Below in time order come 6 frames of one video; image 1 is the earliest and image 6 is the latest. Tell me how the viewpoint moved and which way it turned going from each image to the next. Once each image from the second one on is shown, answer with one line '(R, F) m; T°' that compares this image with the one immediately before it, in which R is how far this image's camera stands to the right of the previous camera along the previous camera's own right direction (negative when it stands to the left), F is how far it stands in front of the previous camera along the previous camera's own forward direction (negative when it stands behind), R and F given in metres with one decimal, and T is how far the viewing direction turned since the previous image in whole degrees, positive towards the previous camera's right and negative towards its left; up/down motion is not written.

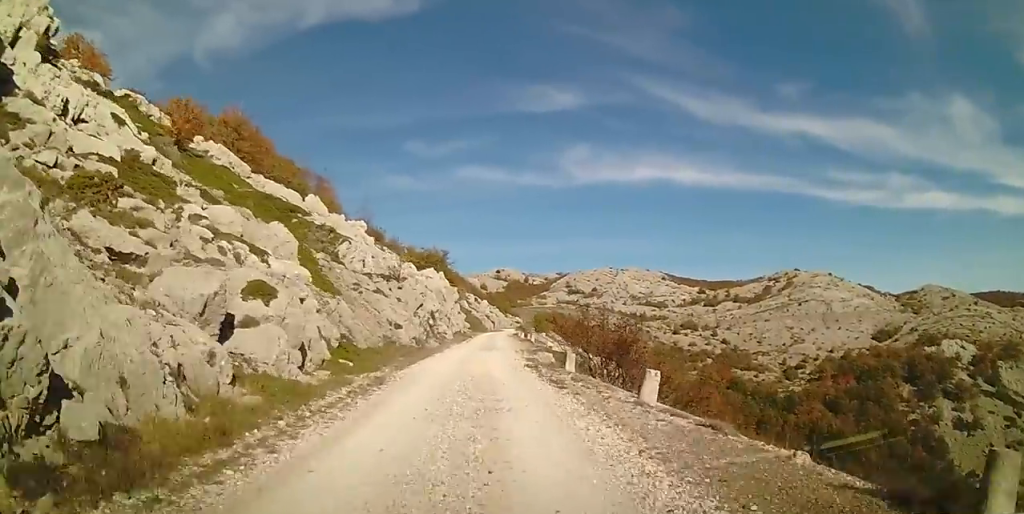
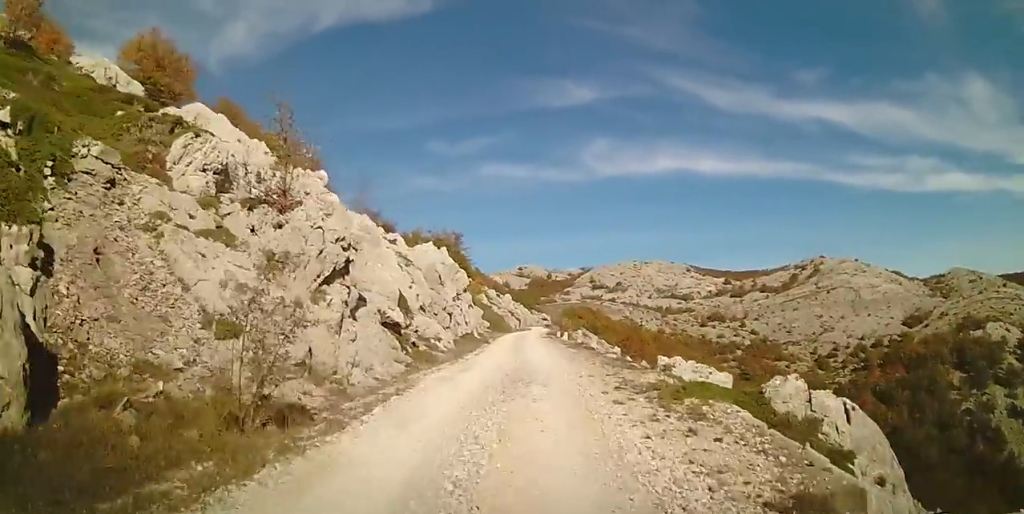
(-0.9, +19.3) m; -4°
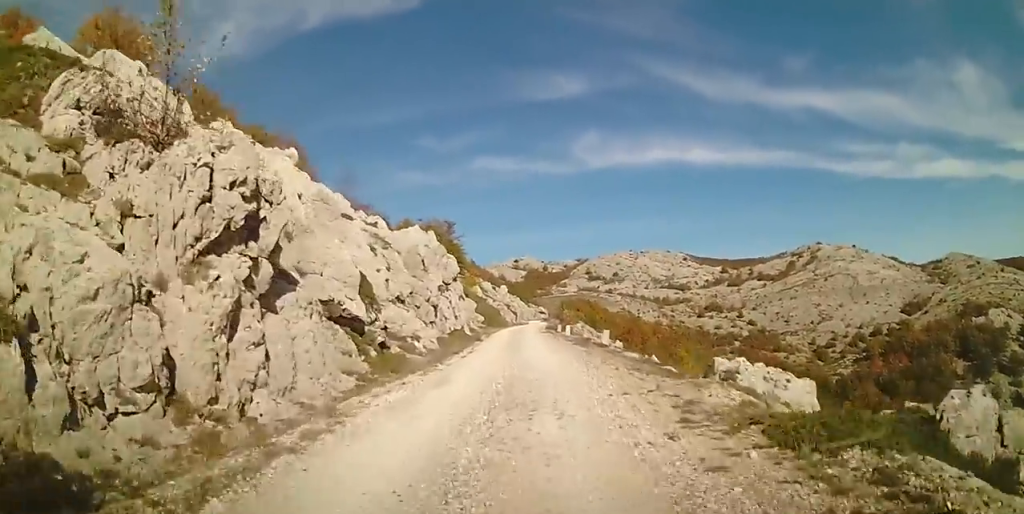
(-0.1, +4.4) m; 0°
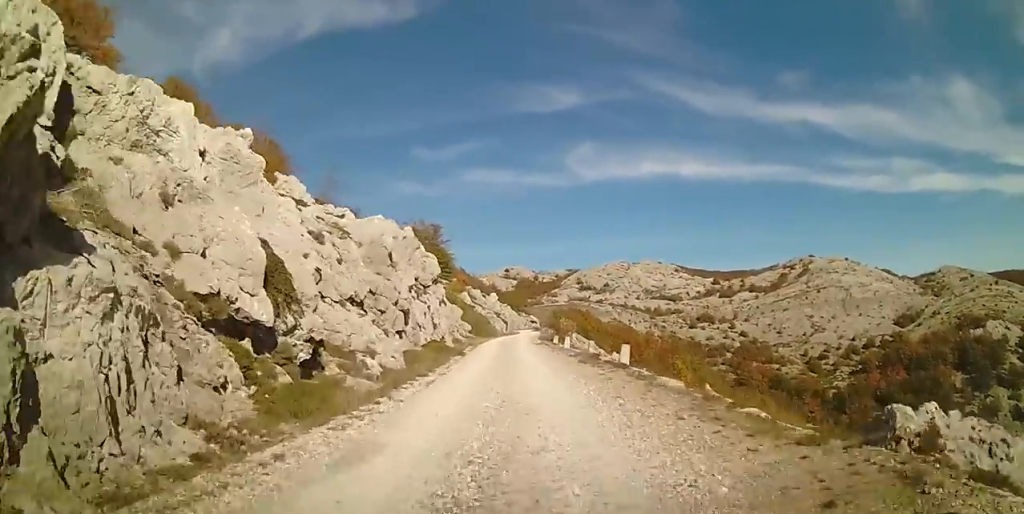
(+0.1, +5.3) m; +2°
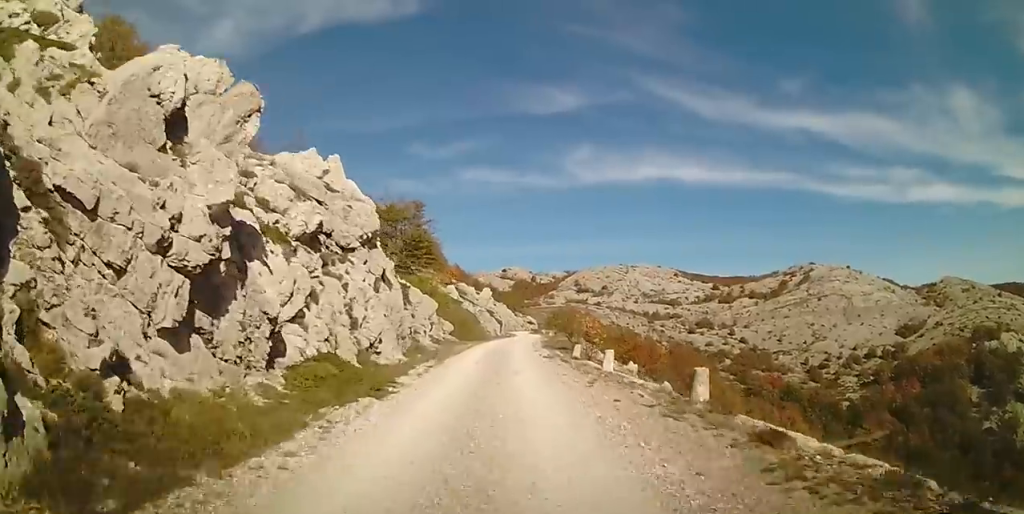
(+0.8, +13.9) m; +3°
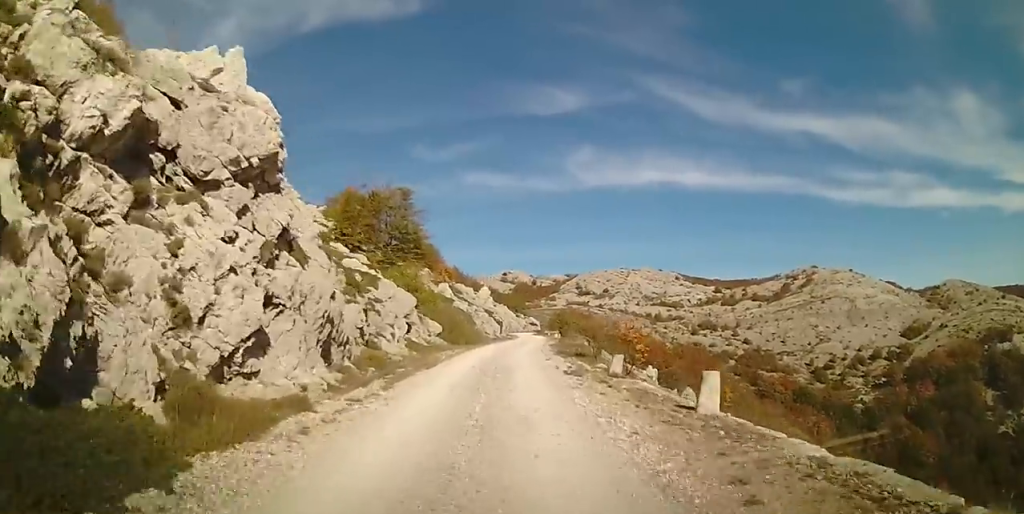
(-0.2, +8.1) m; -2°
